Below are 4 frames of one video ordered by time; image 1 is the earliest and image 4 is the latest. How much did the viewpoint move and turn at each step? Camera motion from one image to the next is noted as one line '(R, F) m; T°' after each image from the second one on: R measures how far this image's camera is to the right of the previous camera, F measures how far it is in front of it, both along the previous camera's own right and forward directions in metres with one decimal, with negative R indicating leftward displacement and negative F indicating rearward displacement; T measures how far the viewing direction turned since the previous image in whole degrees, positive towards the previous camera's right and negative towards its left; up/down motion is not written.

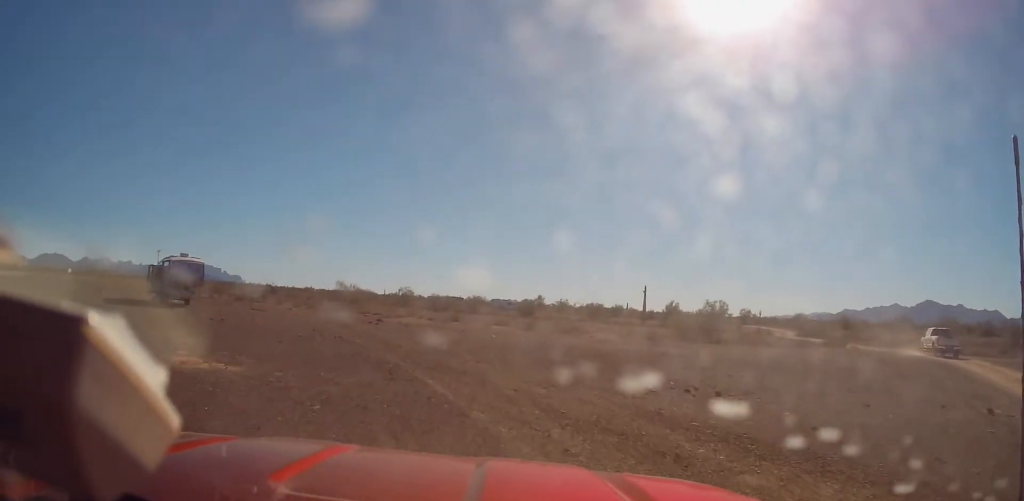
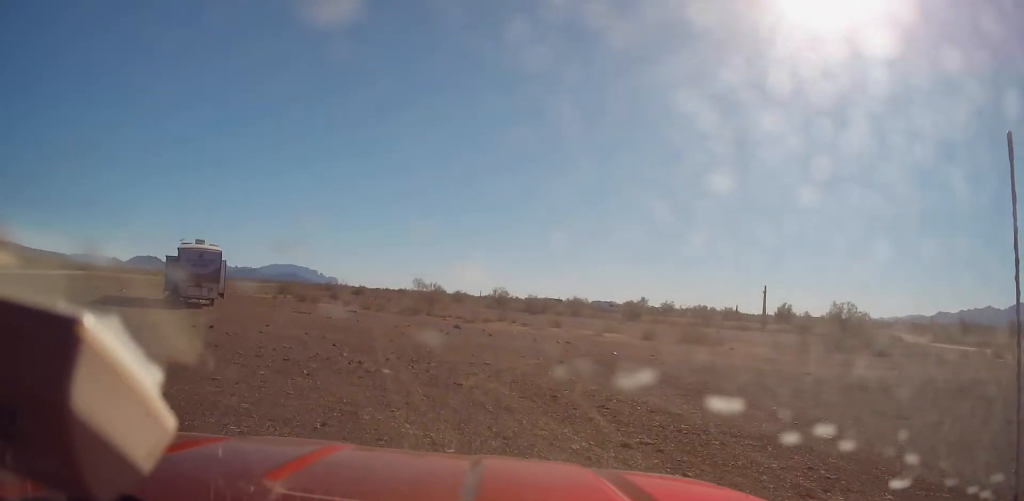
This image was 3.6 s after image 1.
(-1.3, +11.3) m; -10°
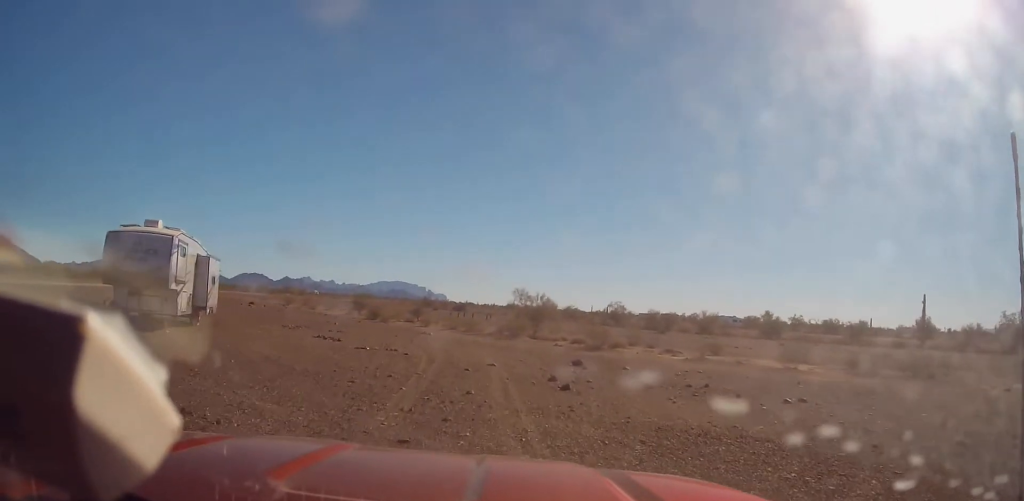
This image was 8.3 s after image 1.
(-0.5, +16.0) m; -12°
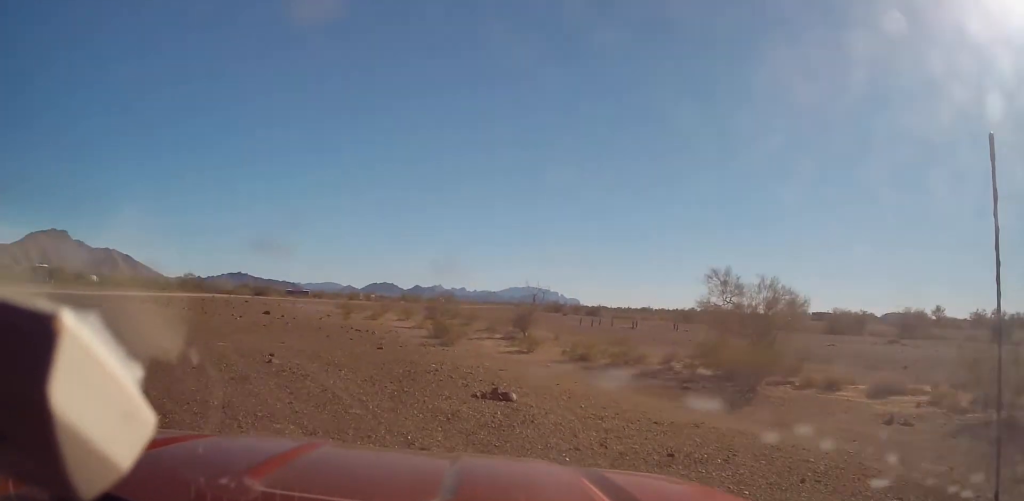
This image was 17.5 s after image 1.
(+0.5, +25.9) m; -19°
